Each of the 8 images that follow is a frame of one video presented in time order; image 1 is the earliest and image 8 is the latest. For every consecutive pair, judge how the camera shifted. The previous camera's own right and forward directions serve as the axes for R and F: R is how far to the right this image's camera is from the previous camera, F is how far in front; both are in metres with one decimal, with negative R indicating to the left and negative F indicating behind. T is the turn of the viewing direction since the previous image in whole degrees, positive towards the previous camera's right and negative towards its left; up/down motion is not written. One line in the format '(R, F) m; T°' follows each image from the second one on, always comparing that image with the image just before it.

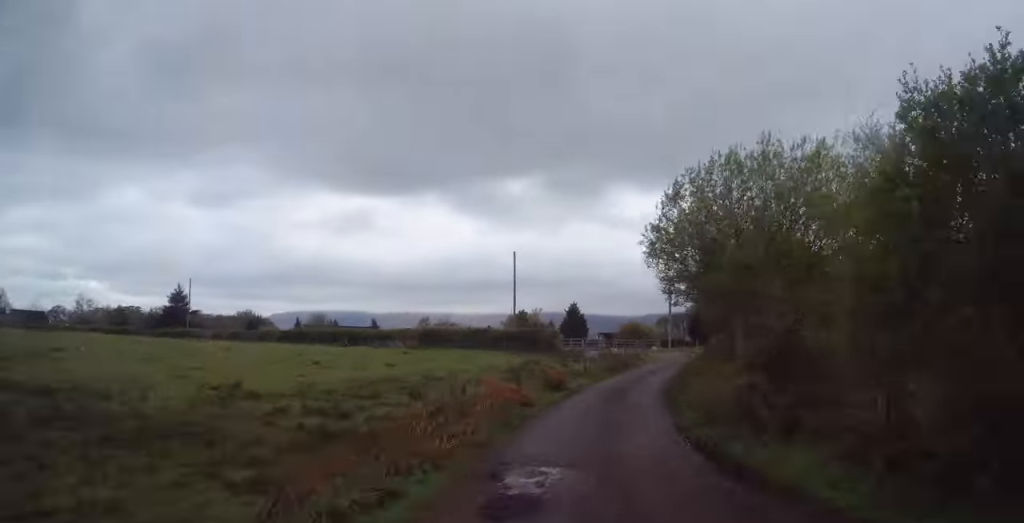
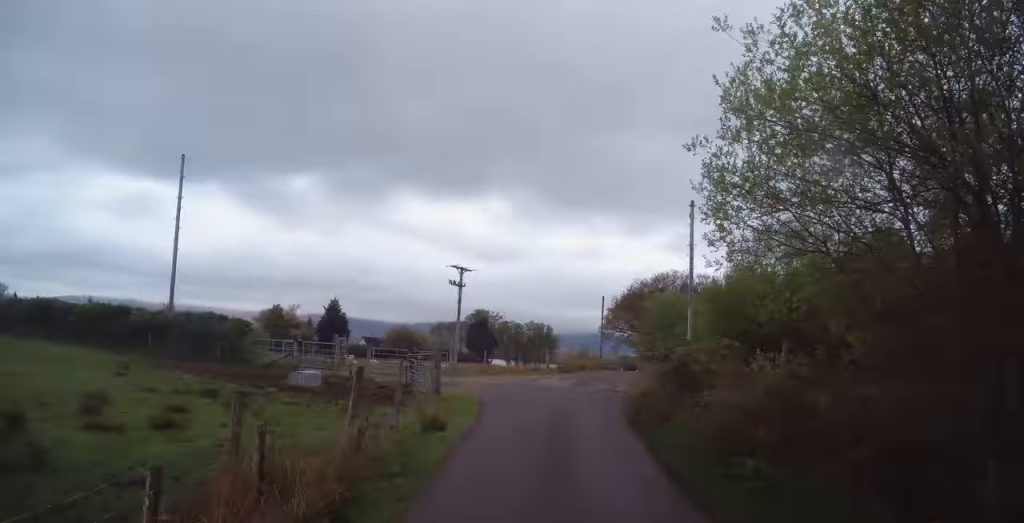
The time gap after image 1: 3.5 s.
(+2.4, +23.6) m; +8°
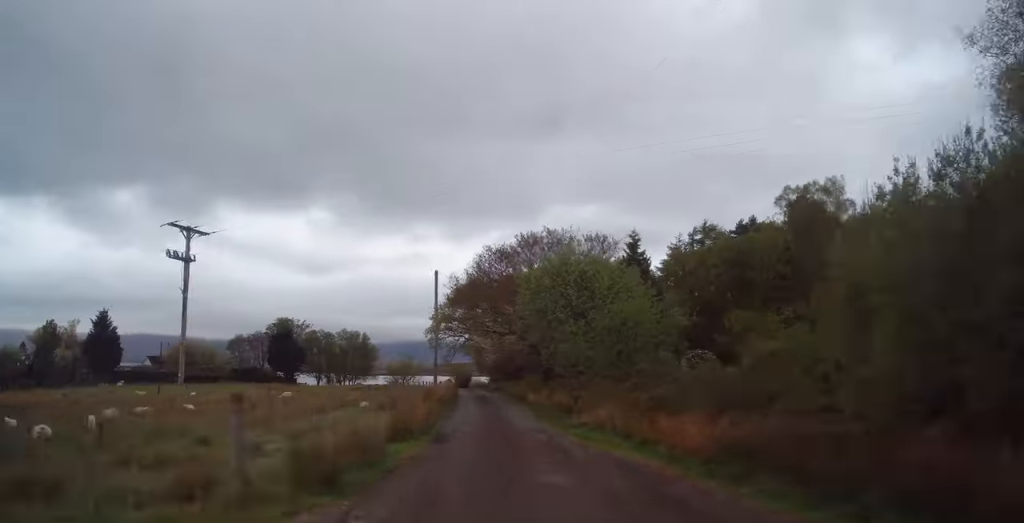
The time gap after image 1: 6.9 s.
(+1.6, +26.5) m; +4°
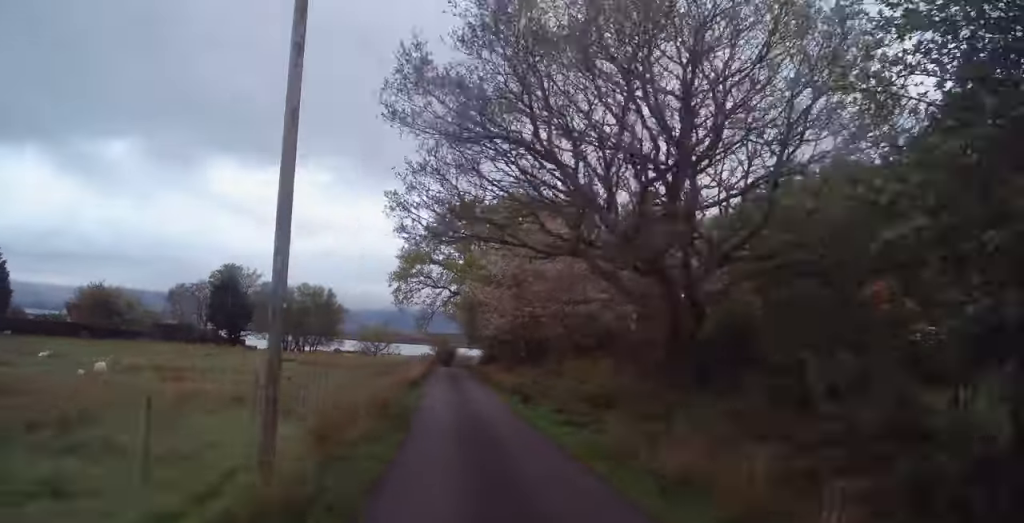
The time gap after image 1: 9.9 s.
(+0.4, +24.1) m; +1°
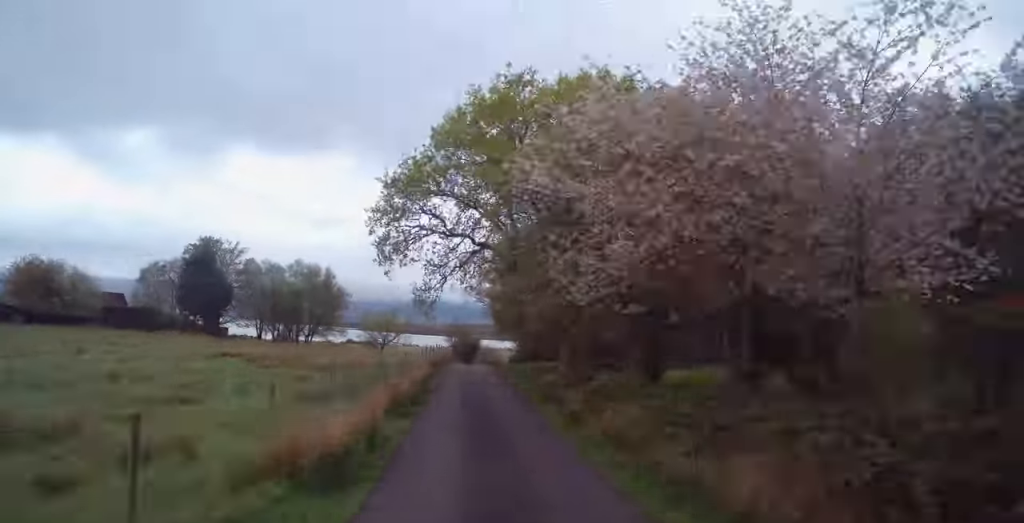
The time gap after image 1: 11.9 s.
(0.0, +17.0) m; 0°
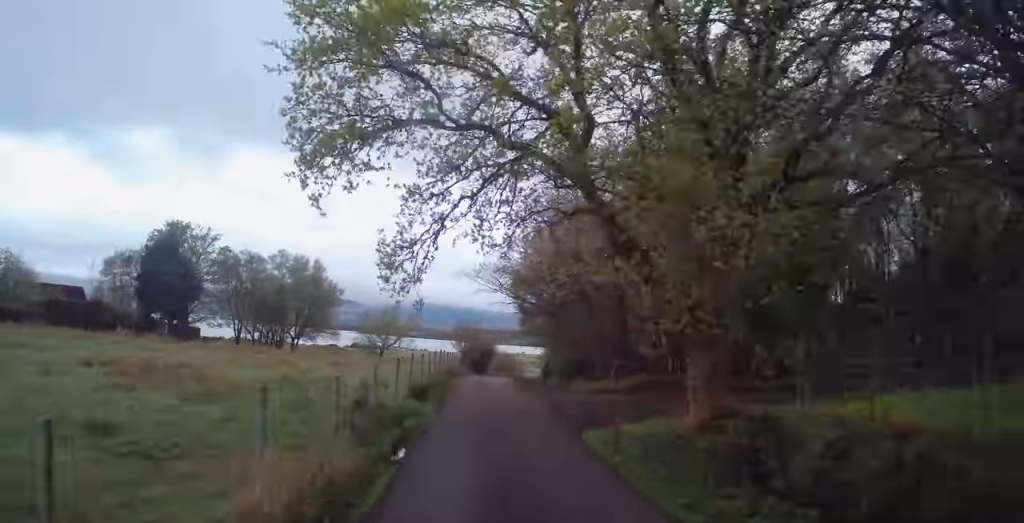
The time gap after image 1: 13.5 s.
(+0.1, +14.0) m; +1°
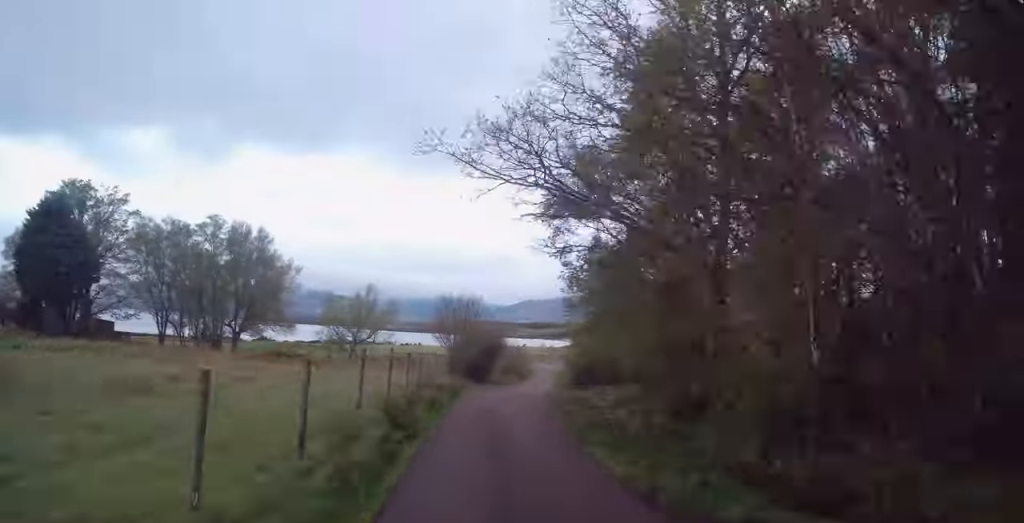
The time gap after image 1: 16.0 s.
(-0.4, +22.2) m; +2°
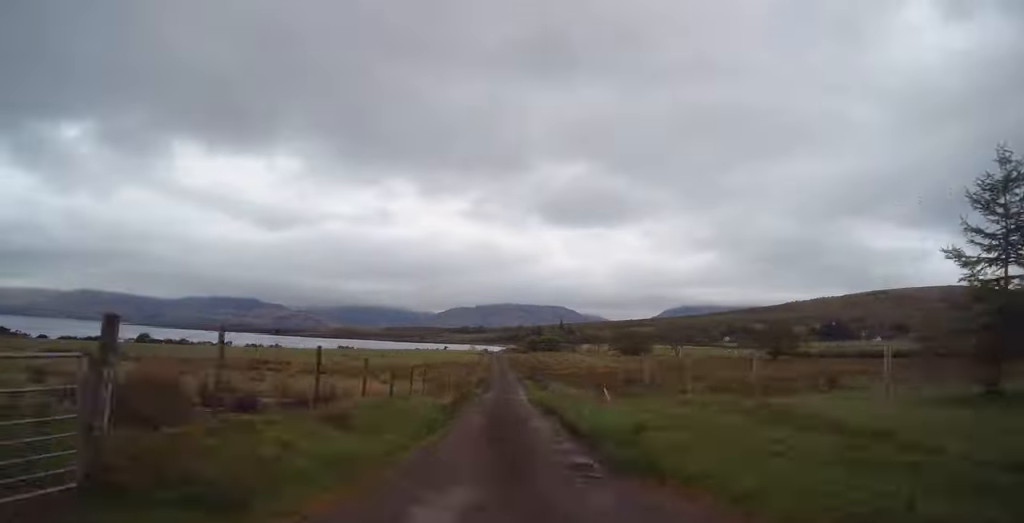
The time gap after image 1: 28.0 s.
(+2.7, +111.1) m; +2°
